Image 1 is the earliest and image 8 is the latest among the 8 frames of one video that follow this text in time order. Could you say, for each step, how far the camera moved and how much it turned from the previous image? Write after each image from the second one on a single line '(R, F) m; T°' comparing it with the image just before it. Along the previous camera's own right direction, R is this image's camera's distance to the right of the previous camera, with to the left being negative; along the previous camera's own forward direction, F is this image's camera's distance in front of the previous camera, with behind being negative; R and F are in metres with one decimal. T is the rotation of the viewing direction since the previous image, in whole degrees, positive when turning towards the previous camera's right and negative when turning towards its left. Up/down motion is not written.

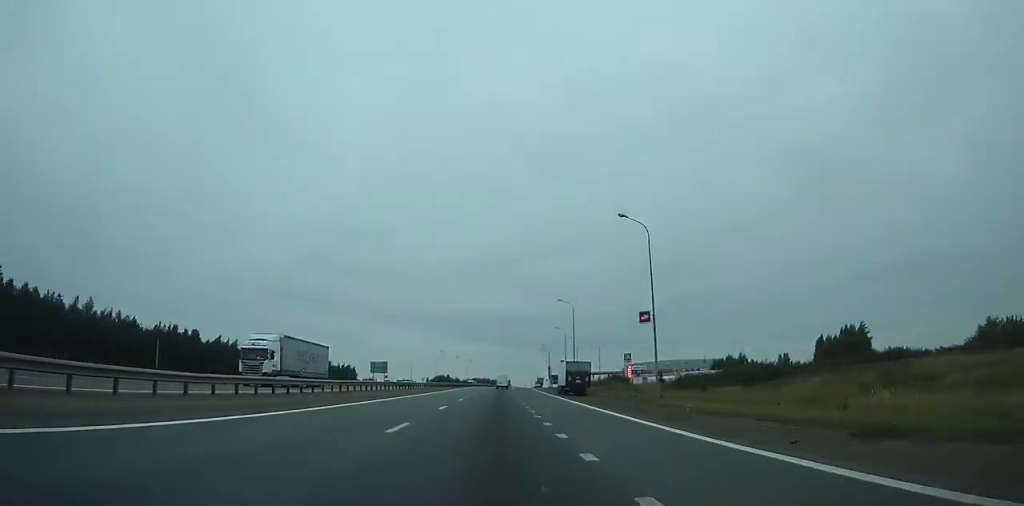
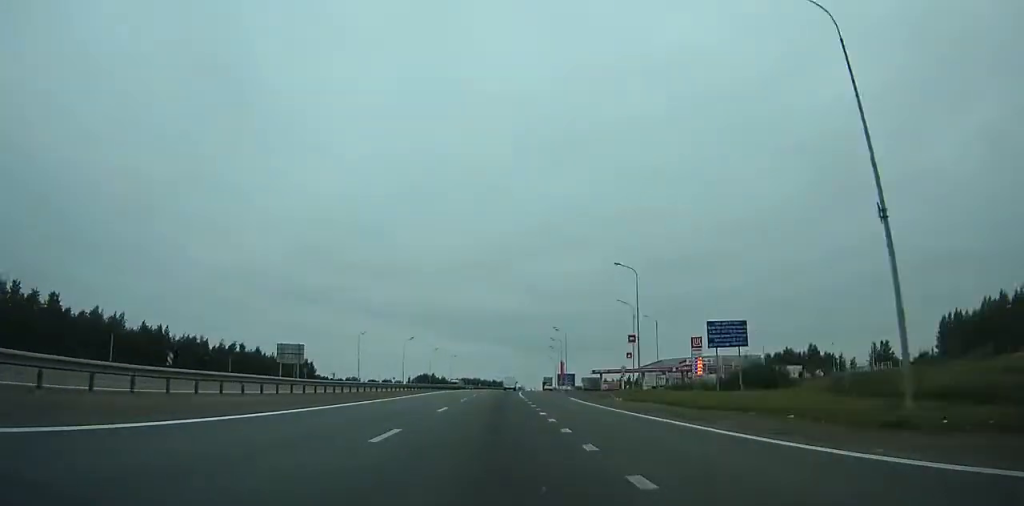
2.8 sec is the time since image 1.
(+0.2, +61.7) m; +1°
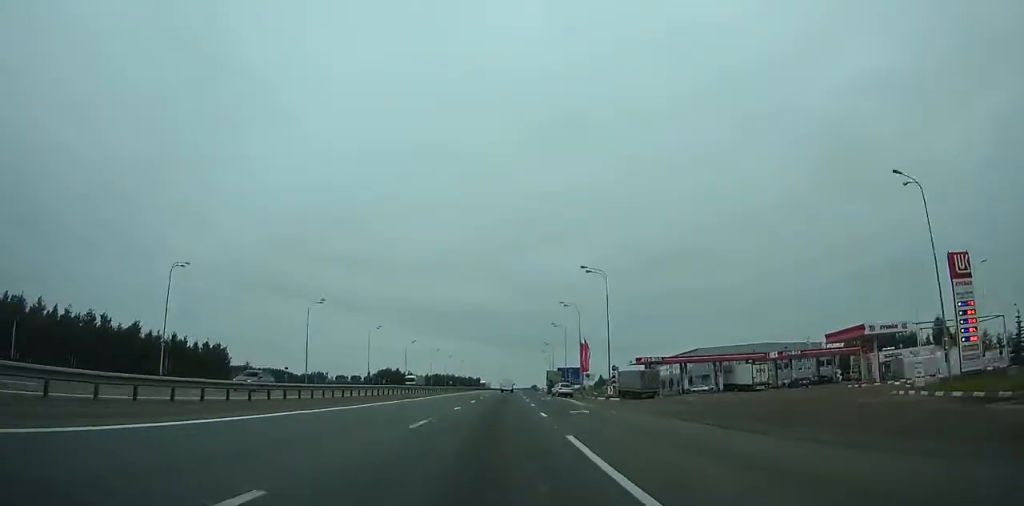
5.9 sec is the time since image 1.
(+0.6, +68.2) m; +1°
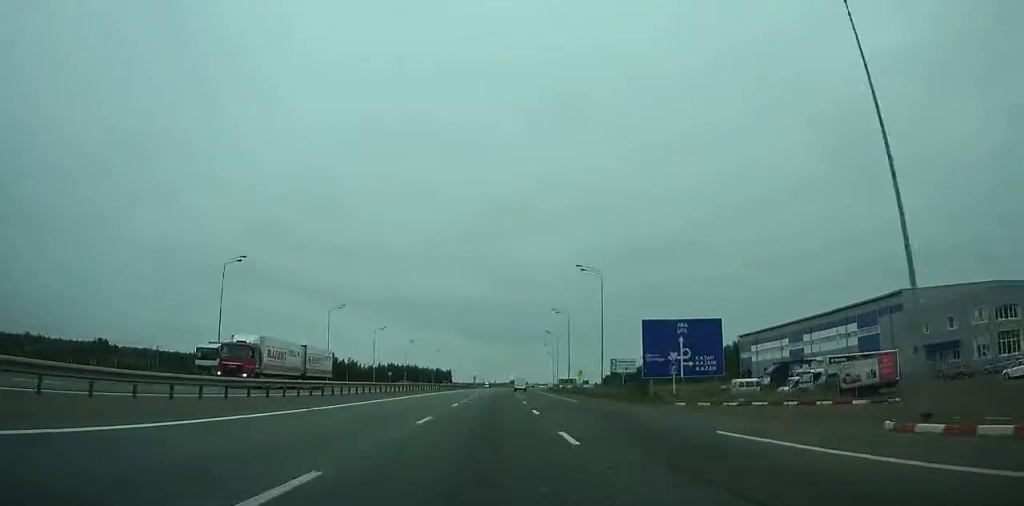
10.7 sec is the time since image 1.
(+2.6, +105.4) m; +3°
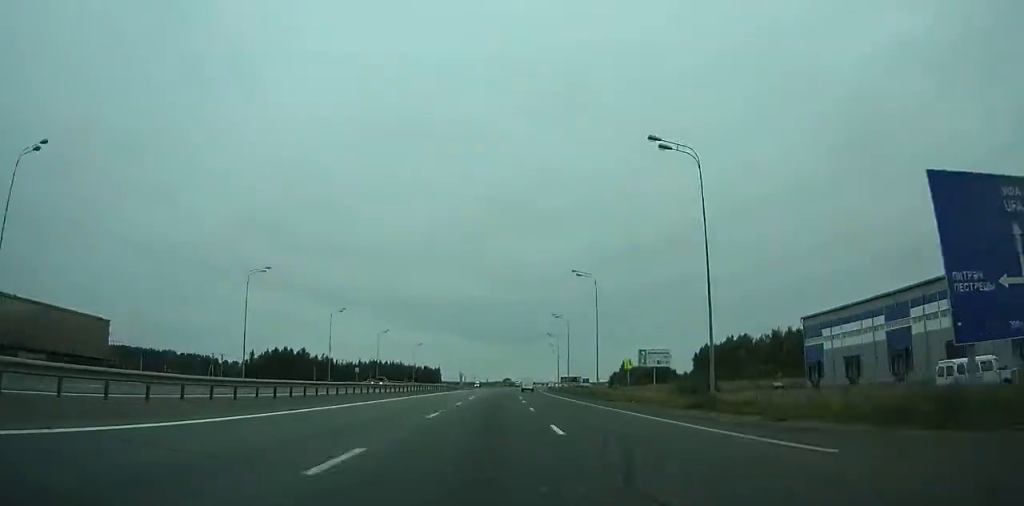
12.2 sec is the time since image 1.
(+0.2, +33.1) m; +1°
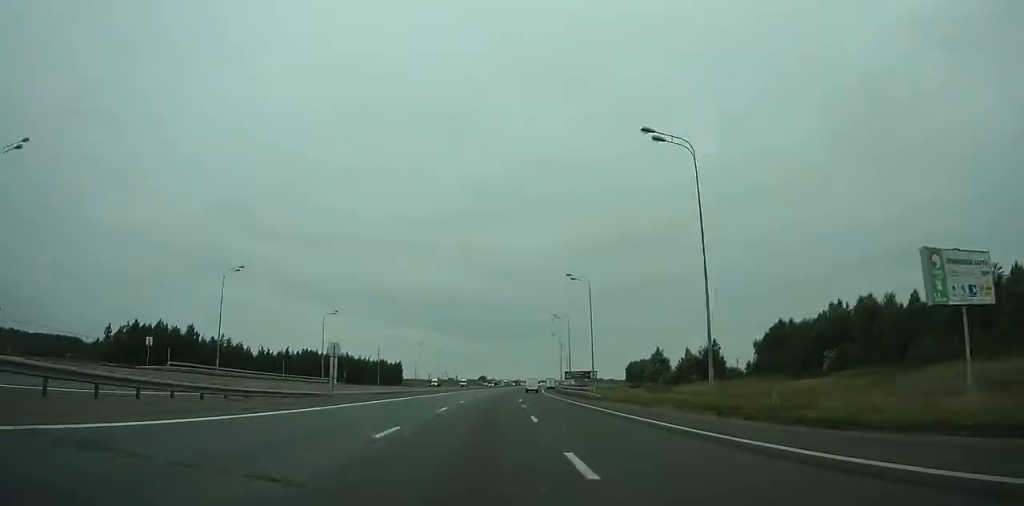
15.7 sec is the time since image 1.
(+1.1, +77.6) m; +2°
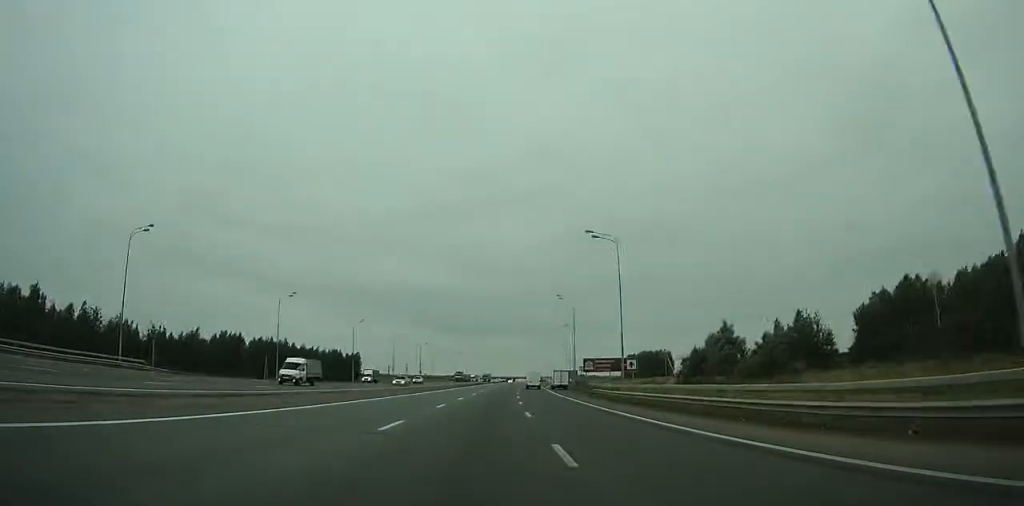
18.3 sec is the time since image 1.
(+0.9, +58.1) m; +2°
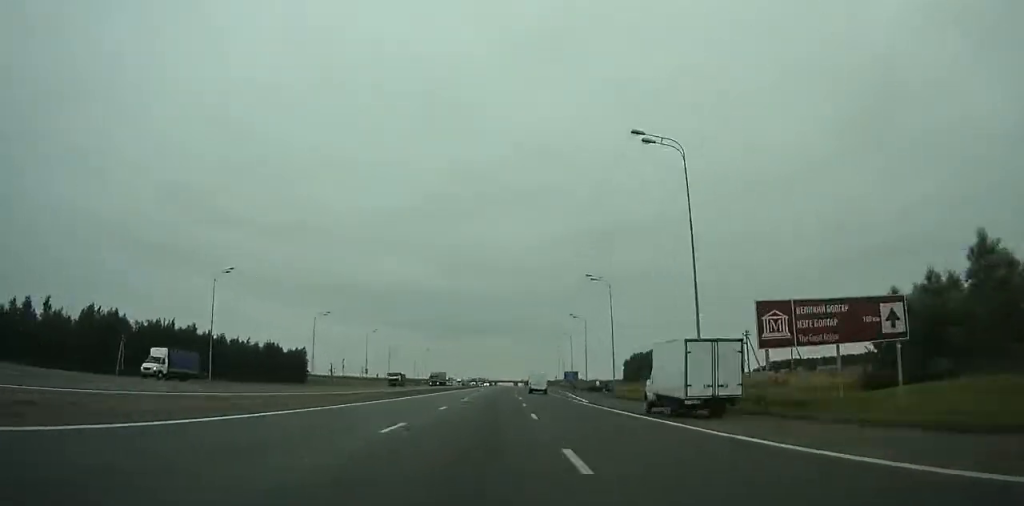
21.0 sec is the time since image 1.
(+1.1, +60.7) m; +2°
